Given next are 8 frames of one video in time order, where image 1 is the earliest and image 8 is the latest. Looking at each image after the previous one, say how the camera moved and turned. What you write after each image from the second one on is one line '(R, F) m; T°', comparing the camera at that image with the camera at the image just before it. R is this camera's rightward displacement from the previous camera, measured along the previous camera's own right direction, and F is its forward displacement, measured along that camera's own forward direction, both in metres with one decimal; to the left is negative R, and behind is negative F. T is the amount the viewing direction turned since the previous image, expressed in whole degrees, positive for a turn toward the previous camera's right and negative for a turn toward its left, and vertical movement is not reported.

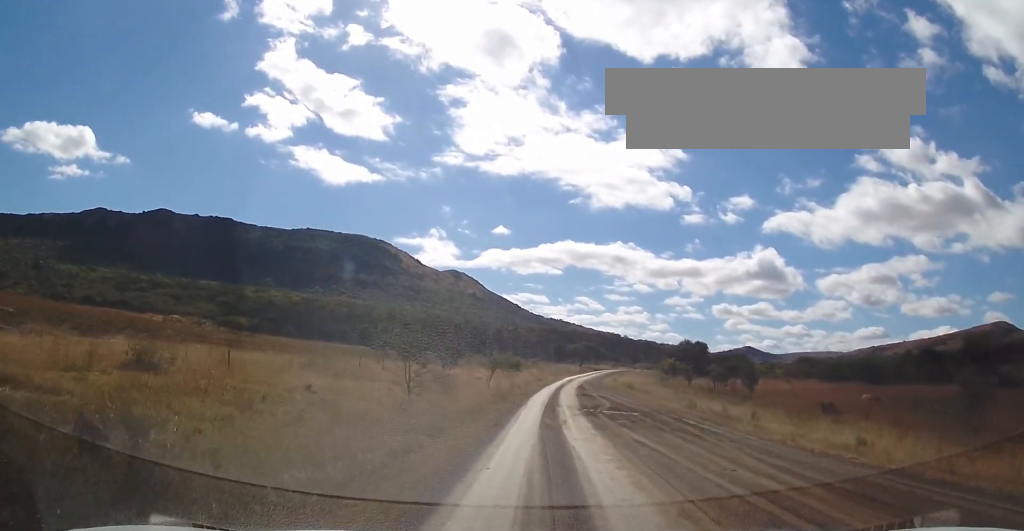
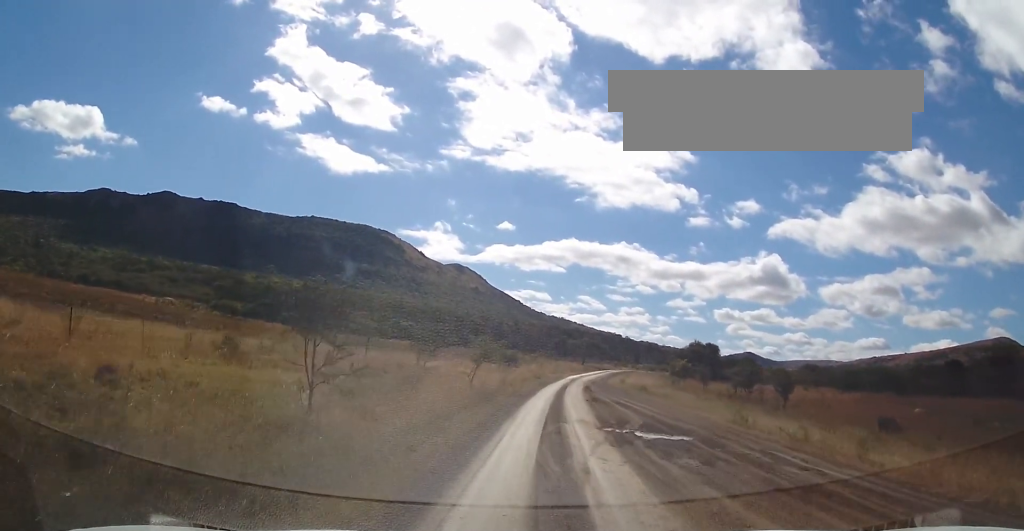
(0.0, +8.8) m; 0°
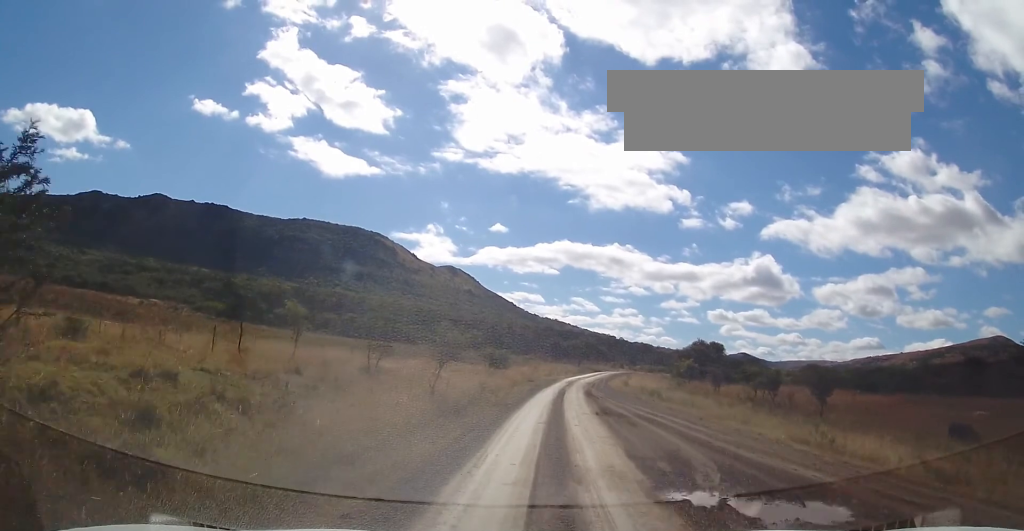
(0.0, +8.2) m; 0°
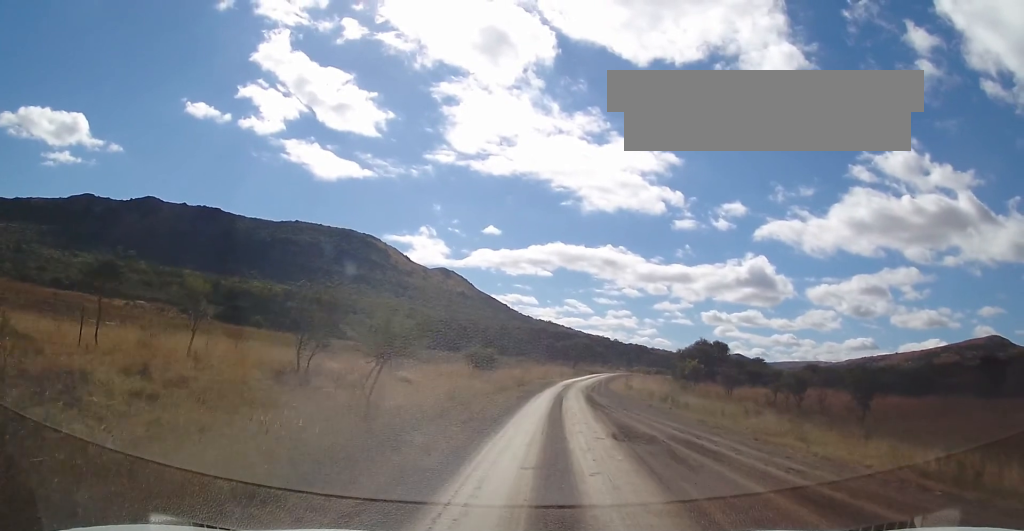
(0.0, +6.9) m; 0°
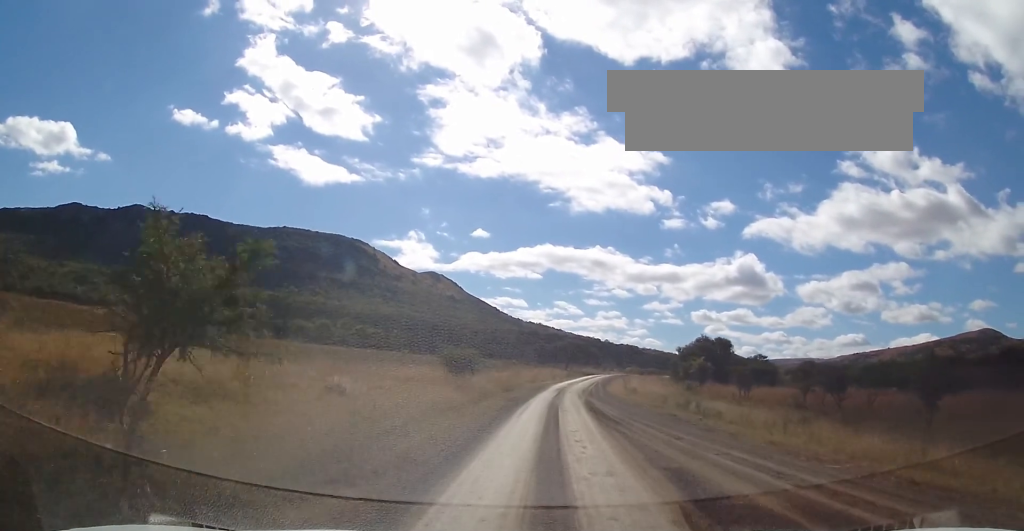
(0.0, +7.9) m; 0°
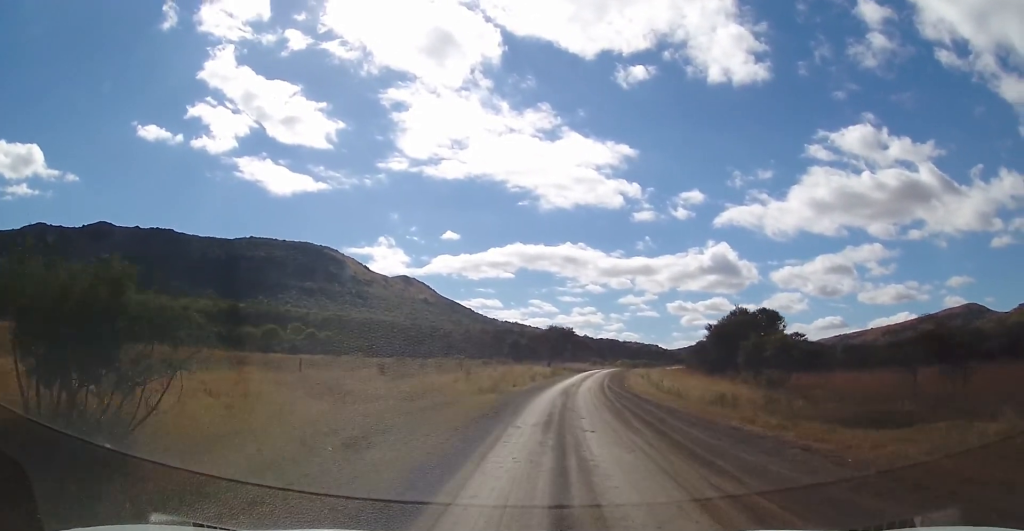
(+0.8, +32.7) m; +4°
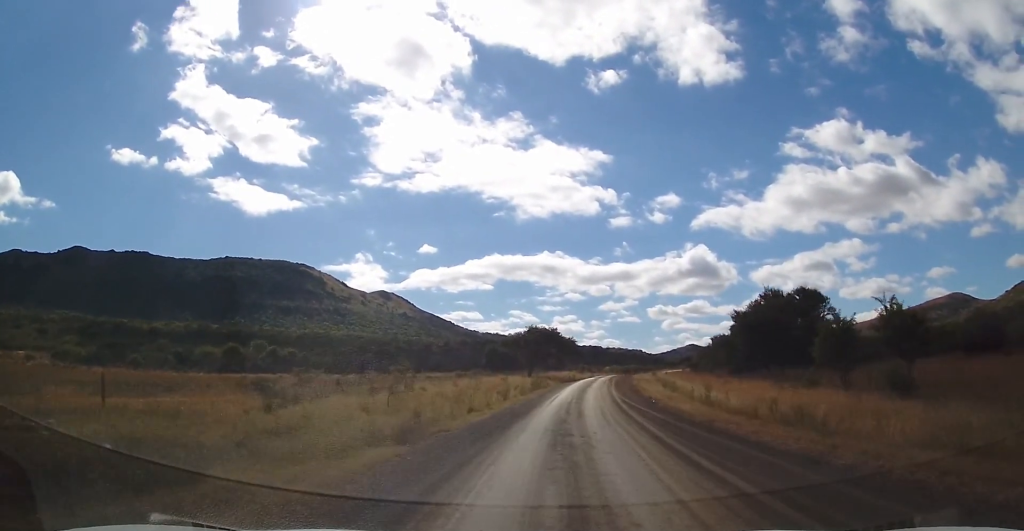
(+0.5, +18.2) m; +2°
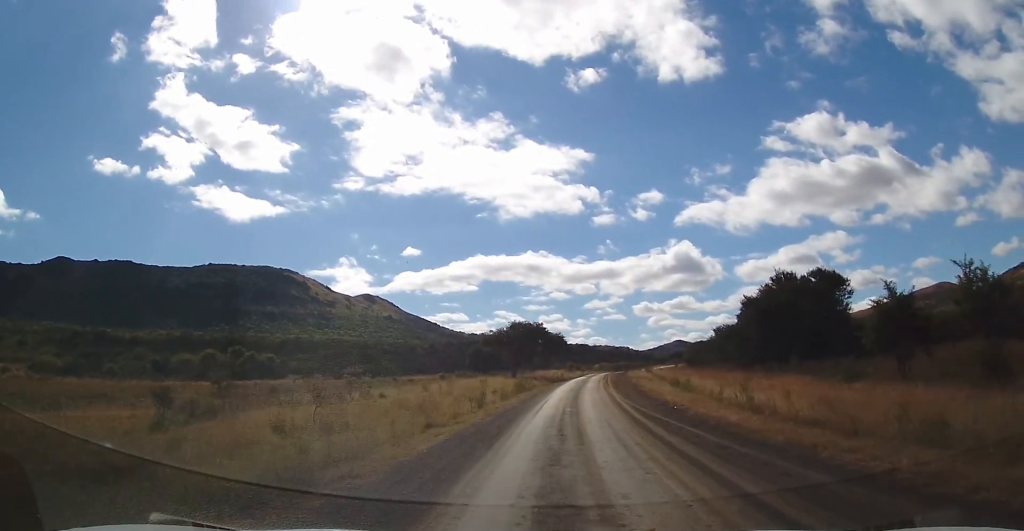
(0.0, +7.5) m; 0°
